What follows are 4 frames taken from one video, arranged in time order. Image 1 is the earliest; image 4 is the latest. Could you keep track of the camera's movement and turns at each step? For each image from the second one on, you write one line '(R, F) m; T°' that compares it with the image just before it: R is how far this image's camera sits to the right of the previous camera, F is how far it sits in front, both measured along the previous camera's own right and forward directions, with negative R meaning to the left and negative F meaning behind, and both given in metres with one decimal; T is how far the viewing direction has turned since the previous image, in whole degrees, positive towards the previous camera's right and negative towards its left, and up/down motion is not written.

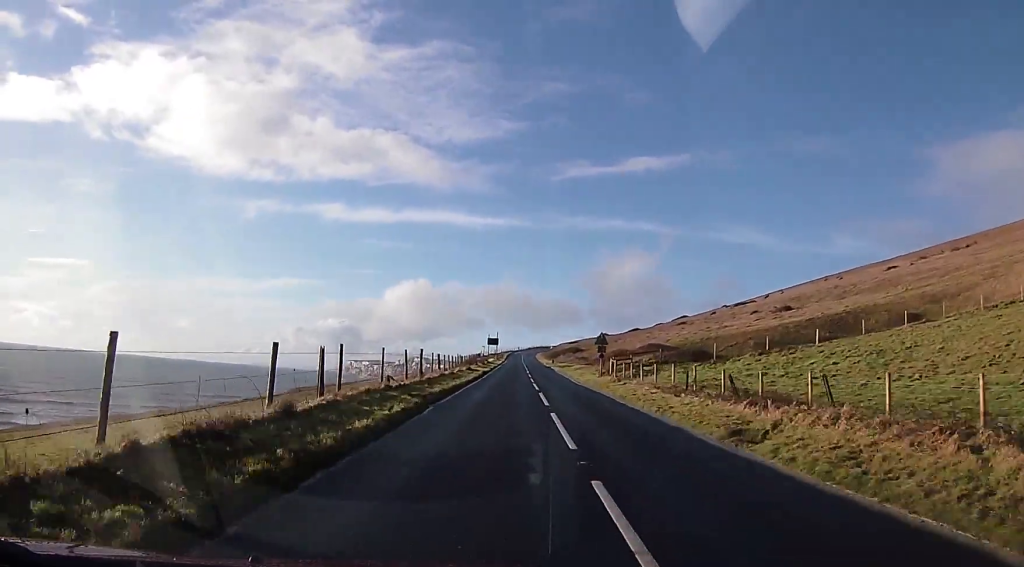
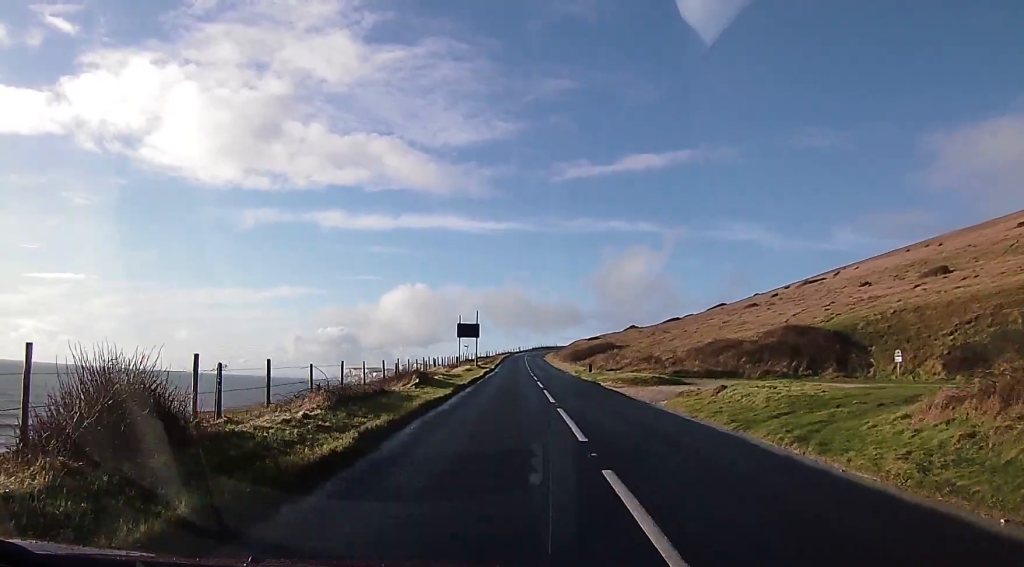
(-0.2, +53.1) m; +1°
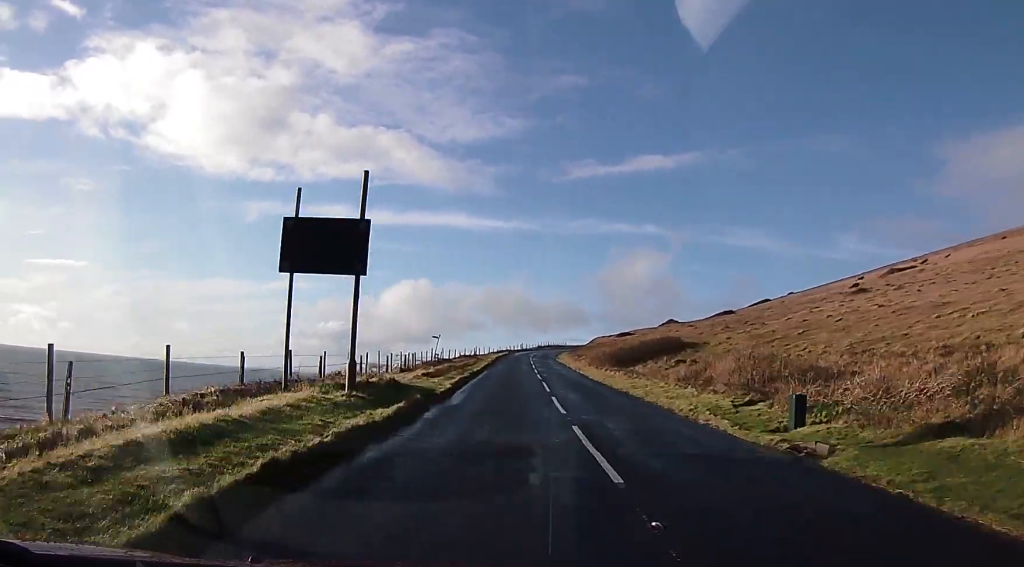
(+0.3, +40.3) m; +1°
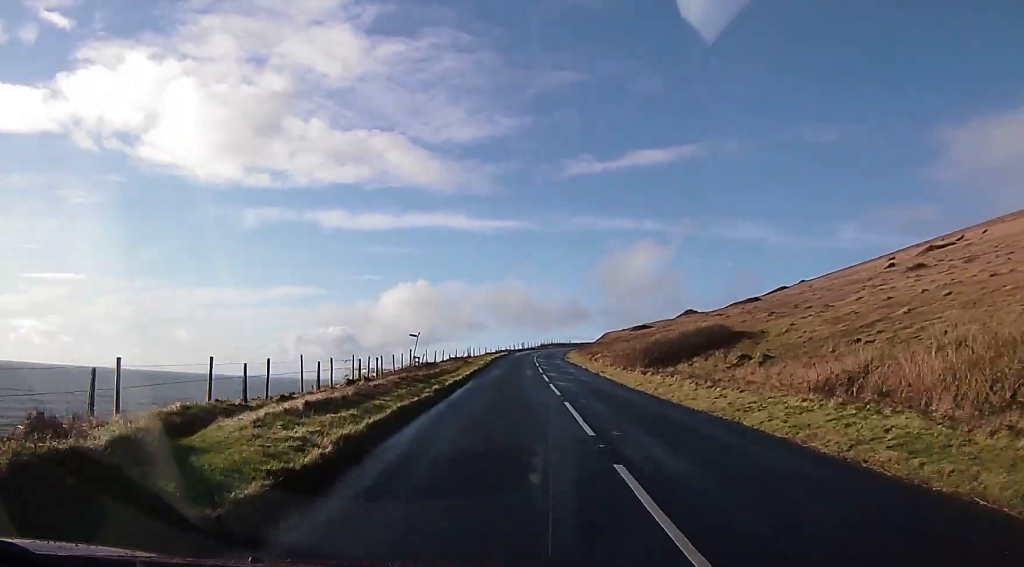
(+0.1, +13.9) m; 0°
